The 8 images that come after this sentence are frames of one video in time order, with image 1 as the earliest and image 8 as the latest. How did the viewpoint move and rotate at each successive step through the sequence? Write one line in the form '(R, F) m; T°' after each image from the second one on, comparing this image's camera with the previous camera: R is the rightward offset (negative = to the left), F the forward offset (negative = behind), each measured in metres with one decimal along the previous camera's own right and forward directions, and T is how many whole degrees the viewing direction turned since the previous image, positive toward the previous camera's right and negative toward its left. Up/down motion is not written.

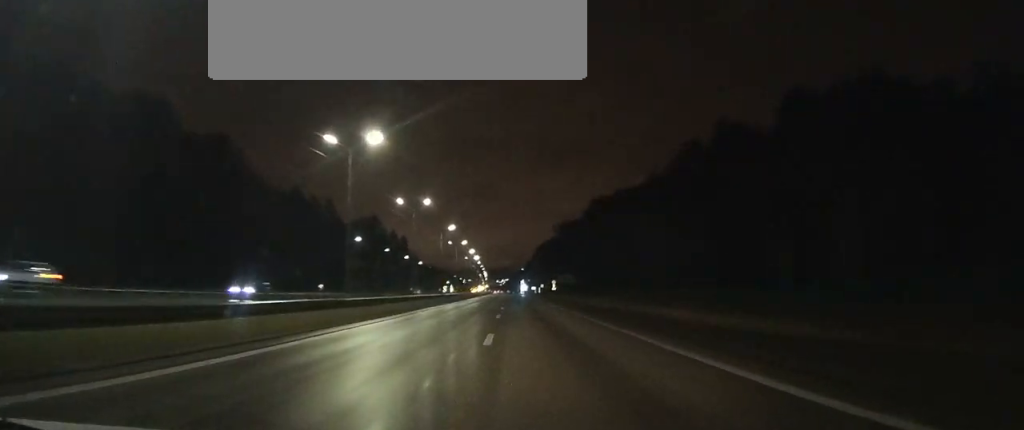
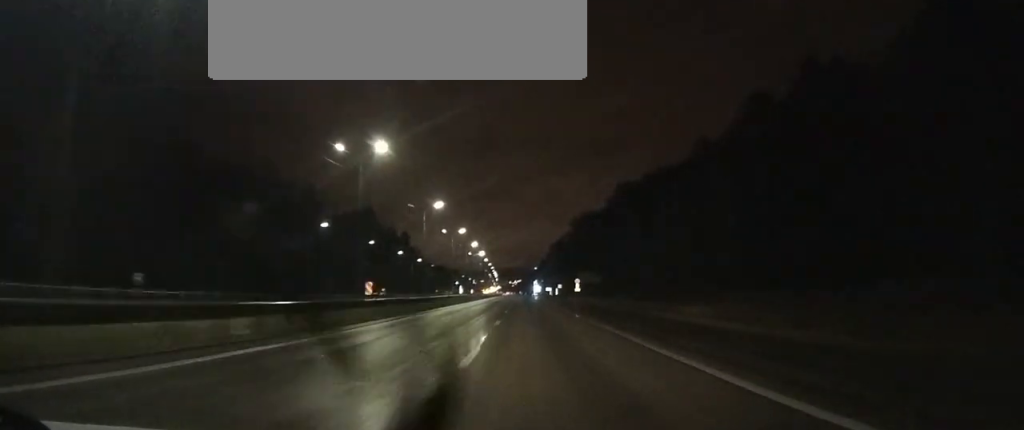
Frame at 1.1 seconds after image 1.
(-0.1, +23.1) m; 0°
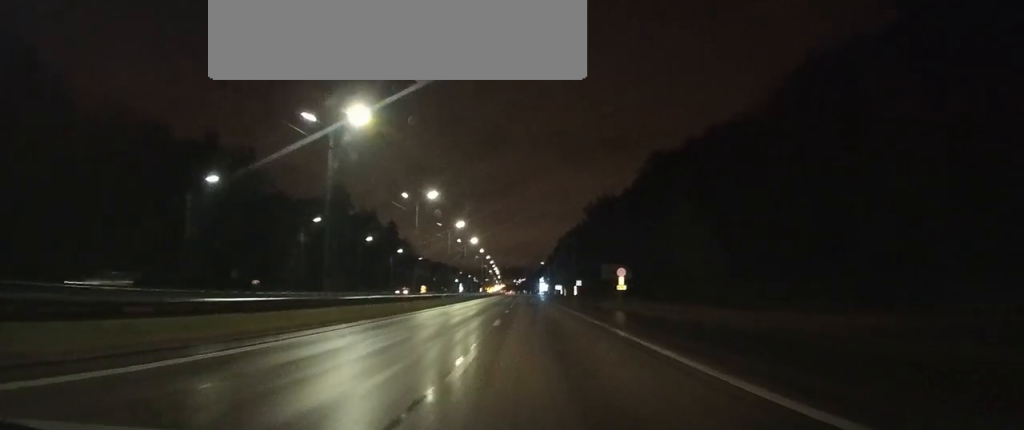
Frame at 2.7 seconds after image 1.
(-0.2, +33.8) m; 0°
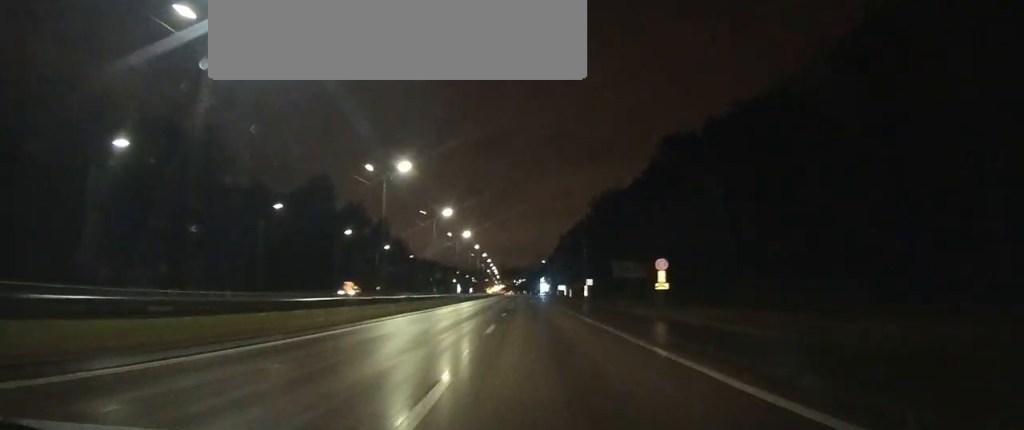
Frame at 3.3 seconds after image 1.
(0.0, +16.9) m; 0°
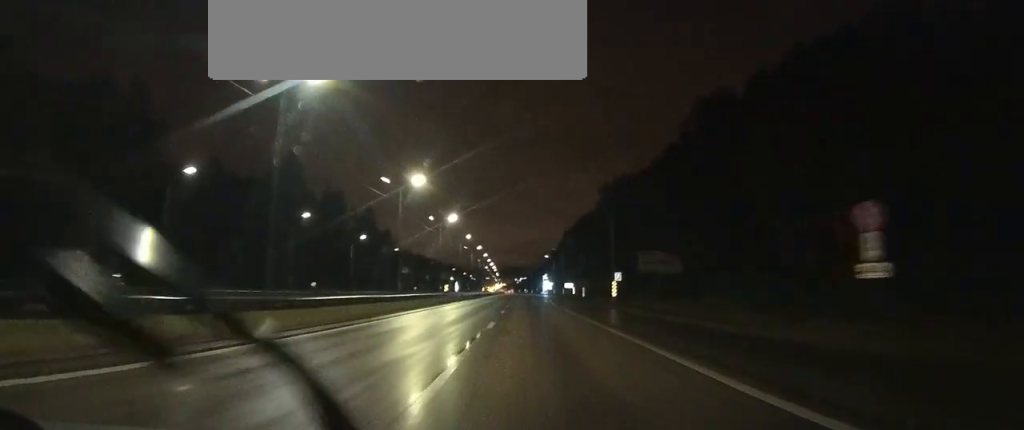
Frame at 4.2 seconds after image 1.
(0.0, +26.4) m; 0°
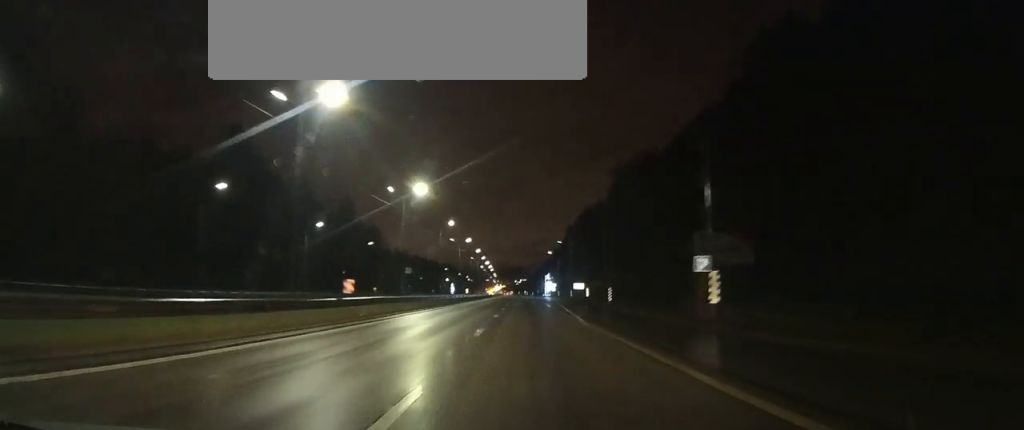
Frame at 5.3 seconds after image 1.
(-0.1, +30.6) m; -1°
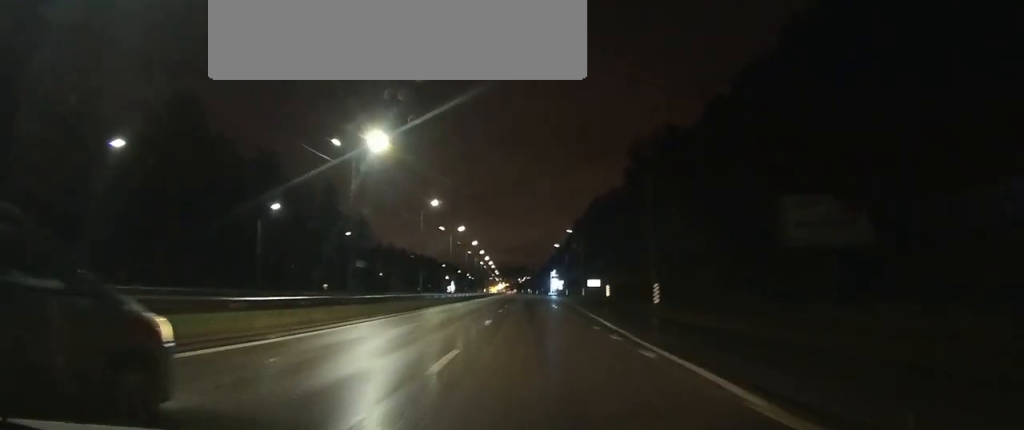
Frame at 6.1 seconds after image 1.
(-0.1, +20.9) m; 0°
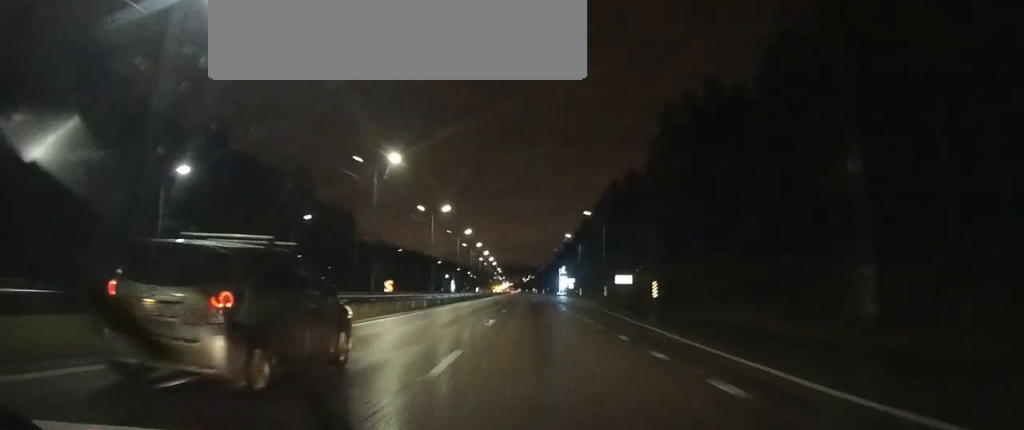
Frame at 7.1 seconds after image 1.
(-0.1, +25.2) m; 0°
